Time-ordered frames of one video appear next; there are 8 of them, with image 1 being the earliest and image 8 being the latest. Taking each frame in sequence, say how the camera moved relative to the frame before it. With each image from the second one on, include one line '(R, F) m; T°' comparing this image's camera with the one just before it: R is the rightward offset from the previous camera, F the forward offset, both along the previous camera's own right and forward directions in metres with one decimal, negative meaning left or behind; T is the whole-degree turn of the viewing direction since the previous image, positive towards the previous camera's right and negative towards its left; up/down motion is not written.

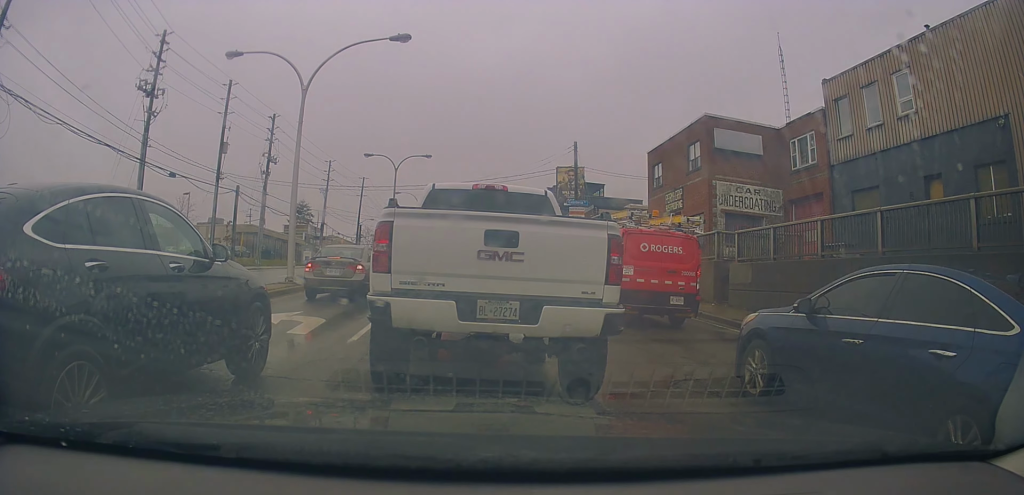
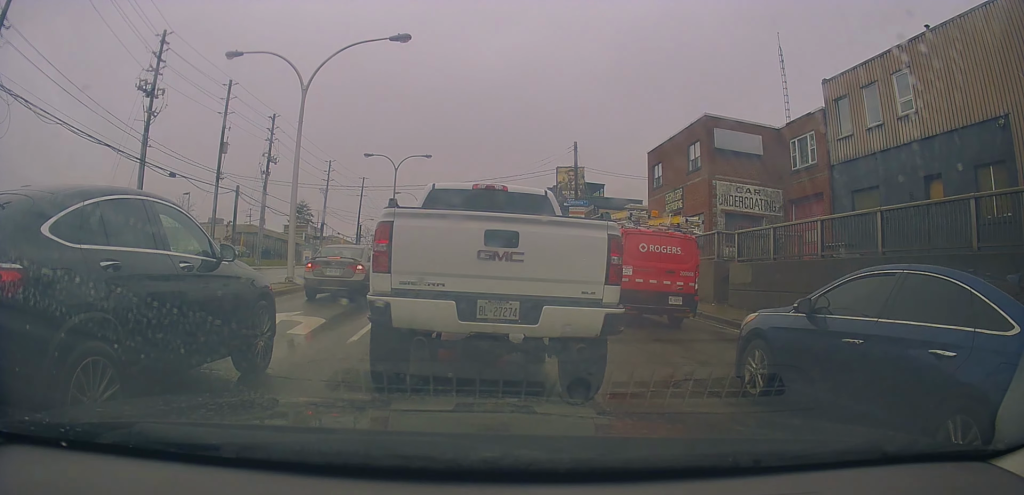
(0.0, 0.0) m; 0°
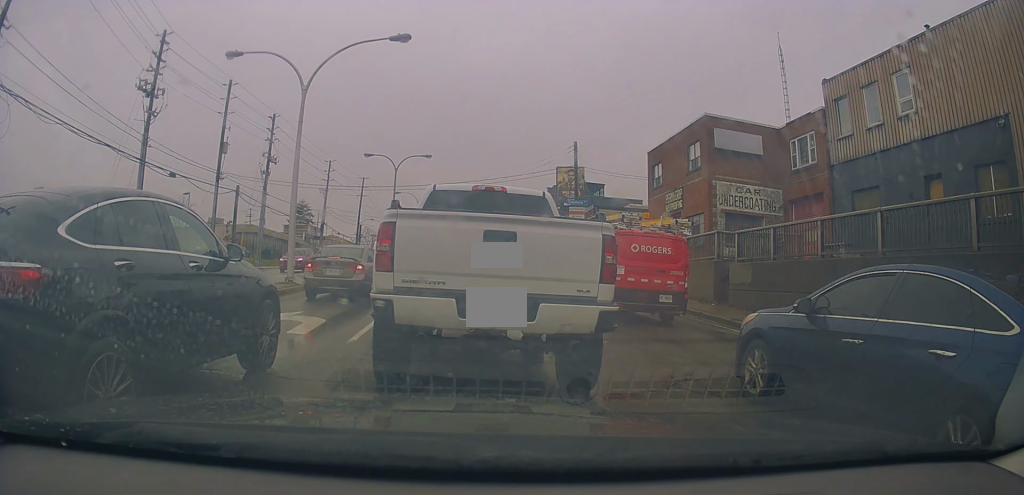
(0.0, 0.0) m; 0°
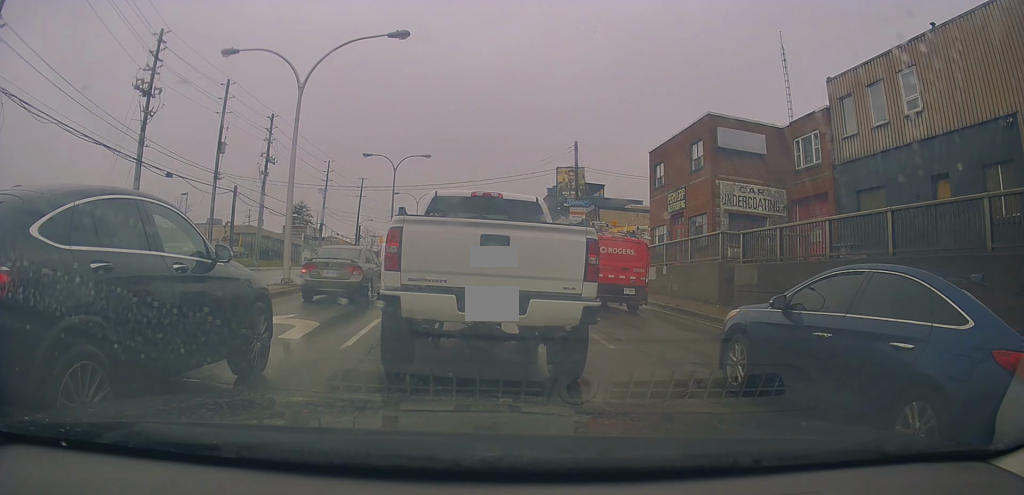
(0.0, 0.0) m; 0°
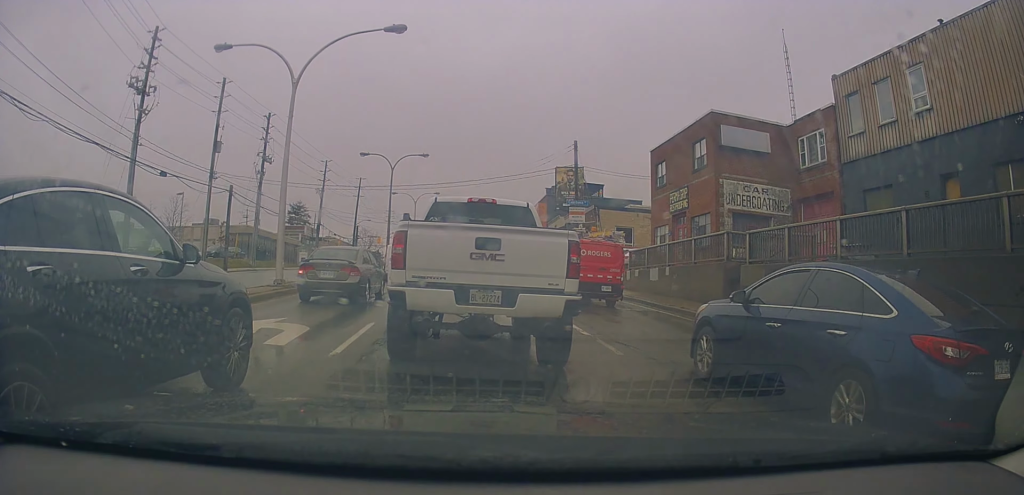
(-0.2, +0.2) m; 0°
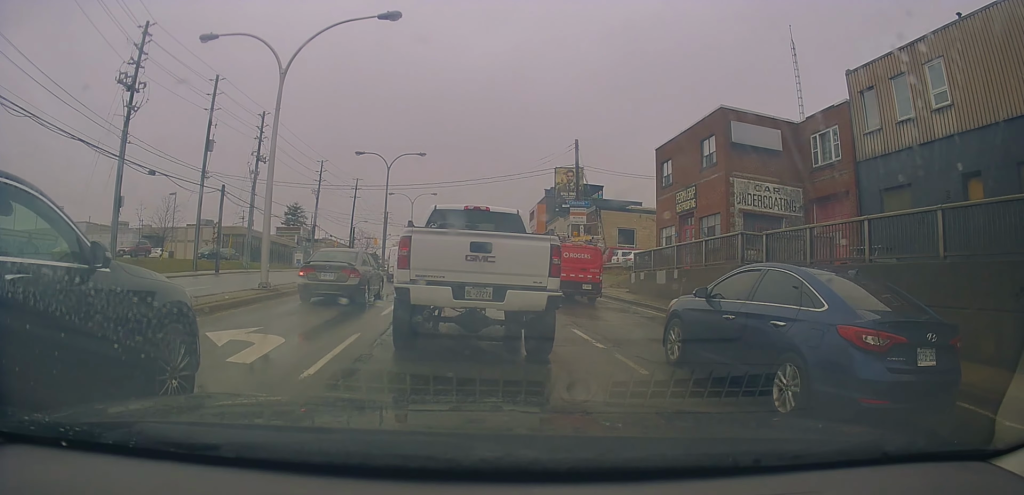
(-0.1, +0.8) m; 0°
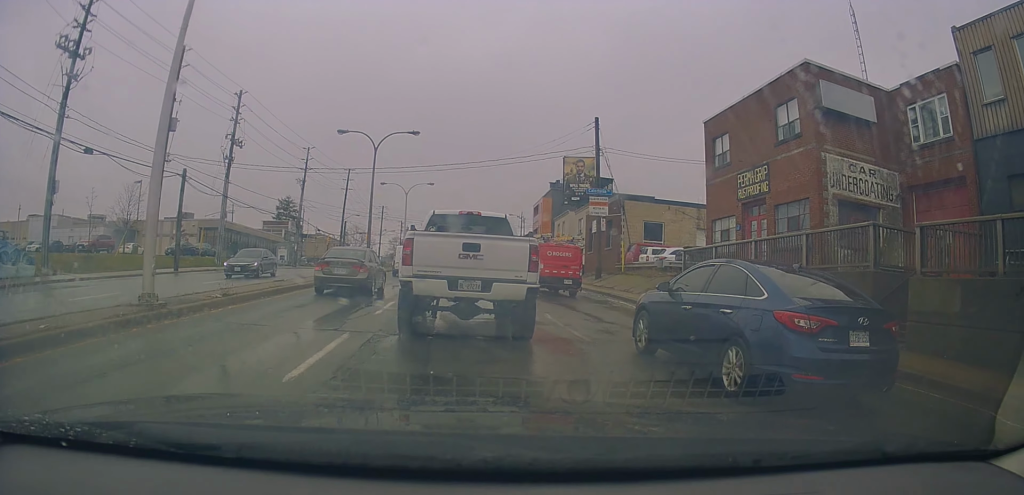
(-0.2, +5.7) m; -9°
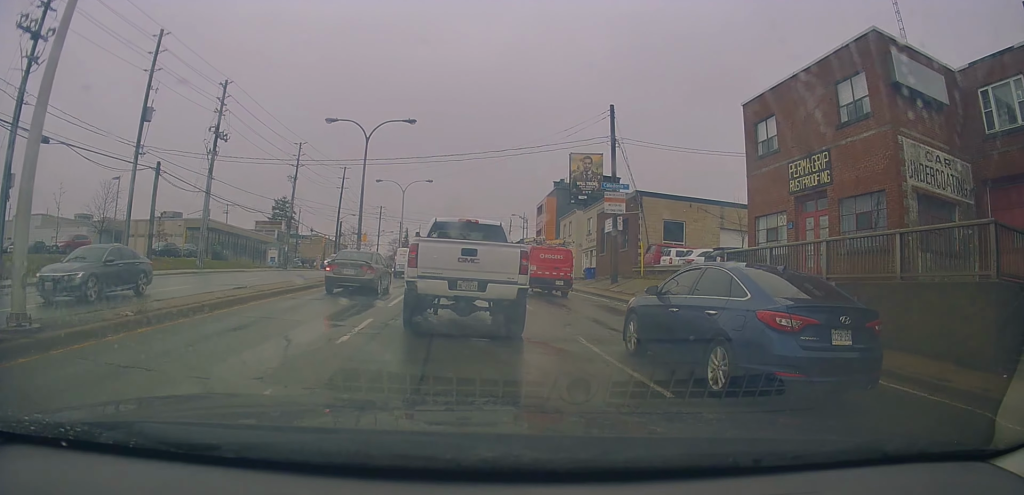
(-0.3, +3.6) m; -3°
